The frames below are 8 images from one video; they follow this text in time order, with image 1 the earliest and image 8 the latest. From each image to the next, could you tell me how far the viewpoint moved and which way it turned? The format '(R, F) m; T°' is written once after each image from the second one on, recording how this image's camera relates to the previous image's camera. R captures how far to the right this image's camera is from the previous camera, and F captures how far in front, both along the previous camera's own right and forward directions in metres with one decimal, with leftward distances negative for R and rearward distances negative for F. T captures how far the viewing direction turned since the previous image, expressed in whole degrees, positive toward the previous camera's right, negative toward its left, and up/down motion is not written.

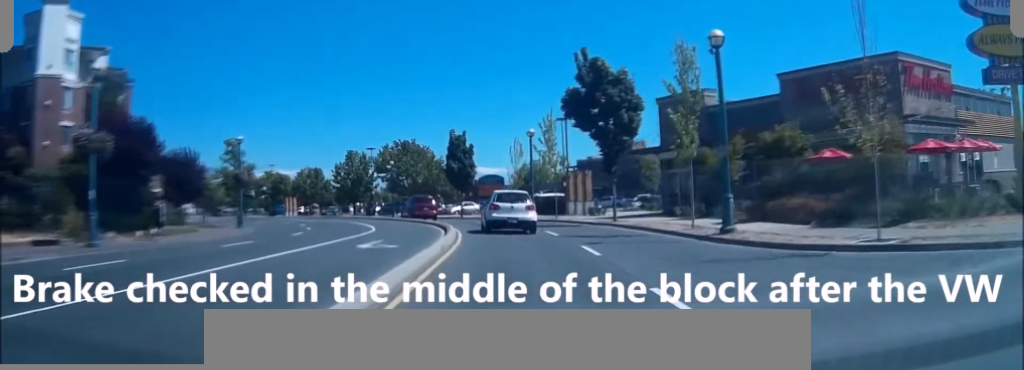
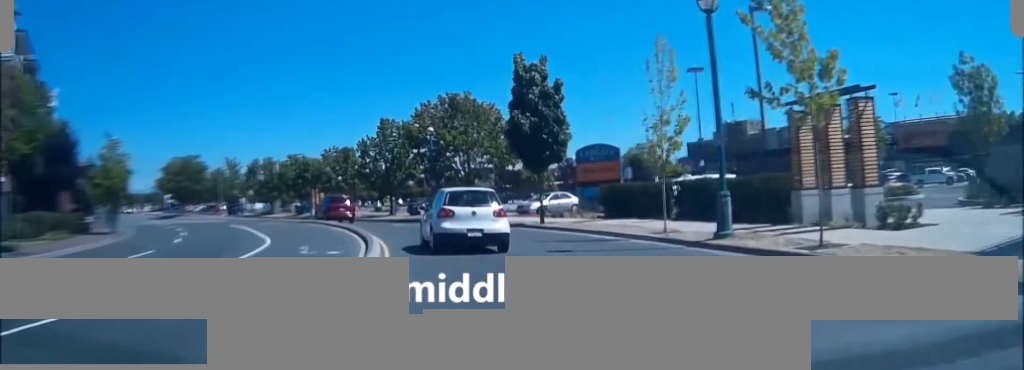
(-1.0, +31.4) m; -7°
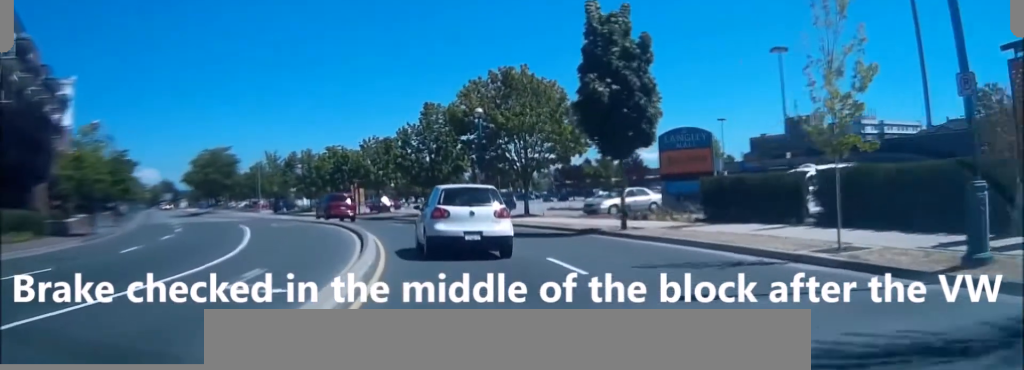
(-0.5, +8.4) m; -4°
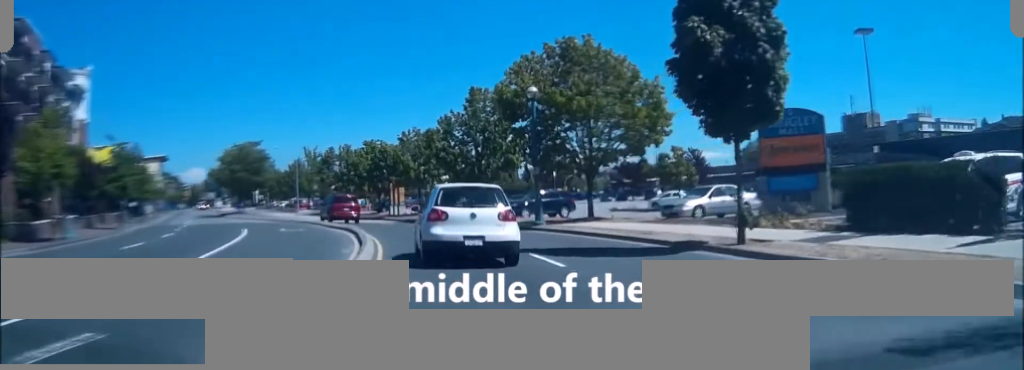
(-0.2, +7.4) m; -4°
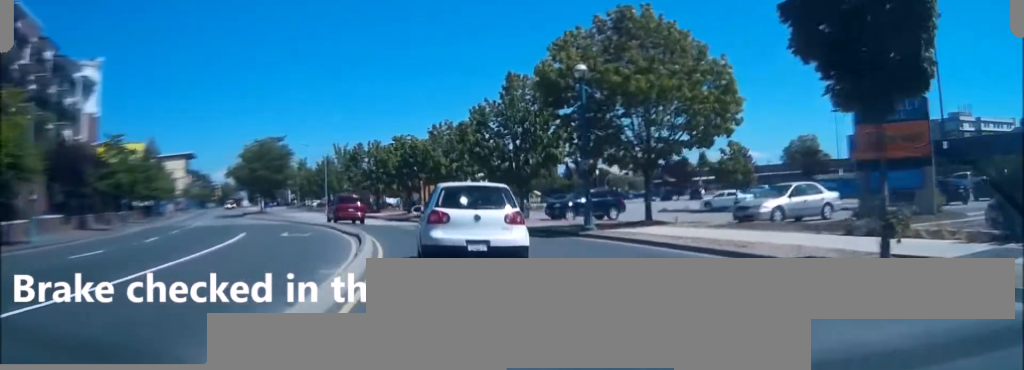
(-0.1, +5.2) m; -3°
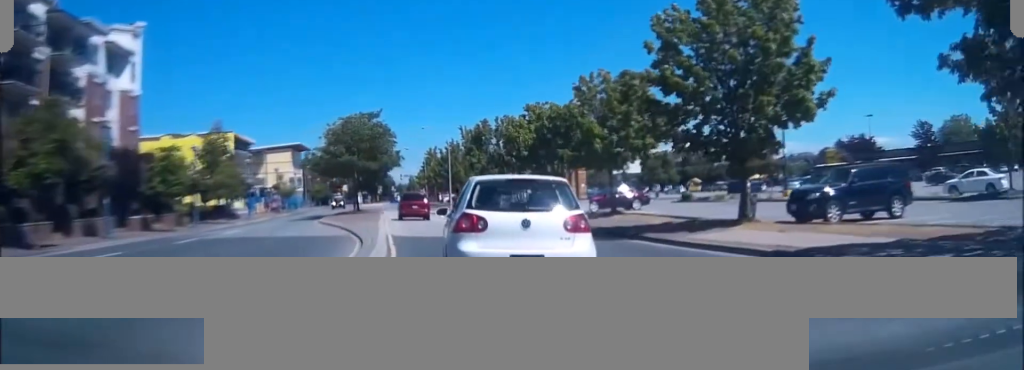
(-2.0, +18.4) m; -12°
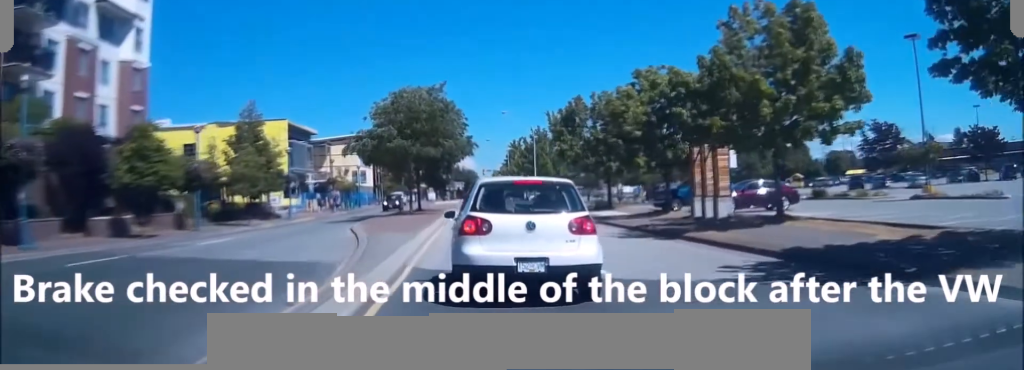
(-0.9, +12.7) m; -7°
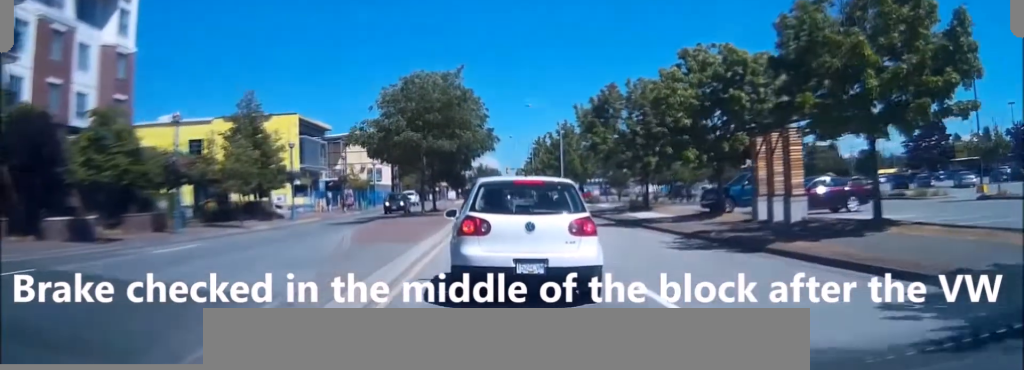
(-0.1, +5.2) m; -2°
